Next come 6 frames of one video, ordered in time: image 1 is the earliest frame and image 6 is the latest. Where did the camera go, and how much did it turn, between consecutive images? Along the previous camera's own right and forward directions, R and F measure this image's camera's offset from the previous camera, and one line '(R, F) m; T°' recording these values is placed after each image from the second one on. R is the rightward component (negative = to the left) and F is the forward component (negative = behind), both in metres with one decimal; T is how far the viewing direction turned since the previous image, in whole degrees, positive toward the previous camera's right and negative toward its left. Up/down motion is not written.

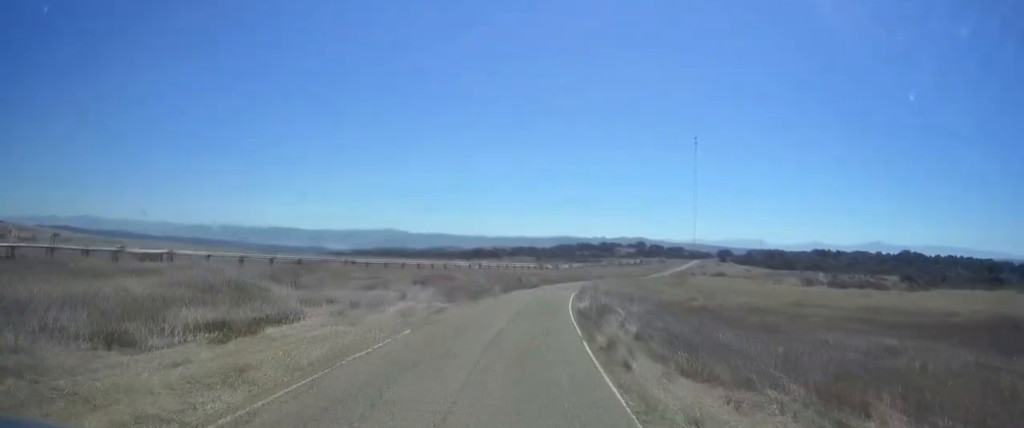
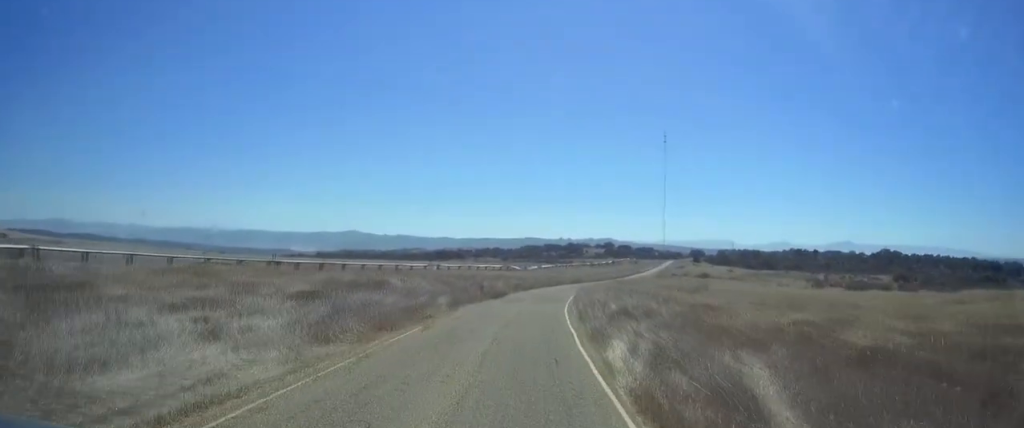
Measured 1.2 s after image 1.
(+0.2, +14.2) m; +2°
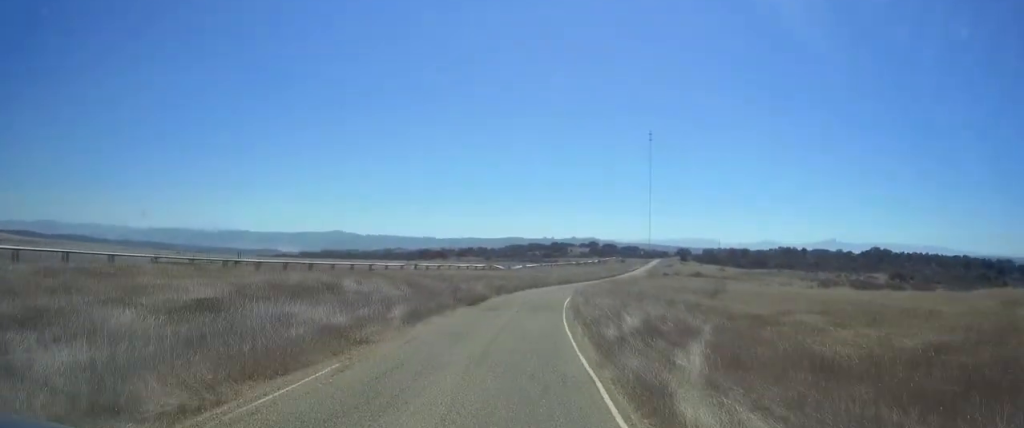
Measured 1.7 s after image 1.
(+0.1, +6.3) m; +1°
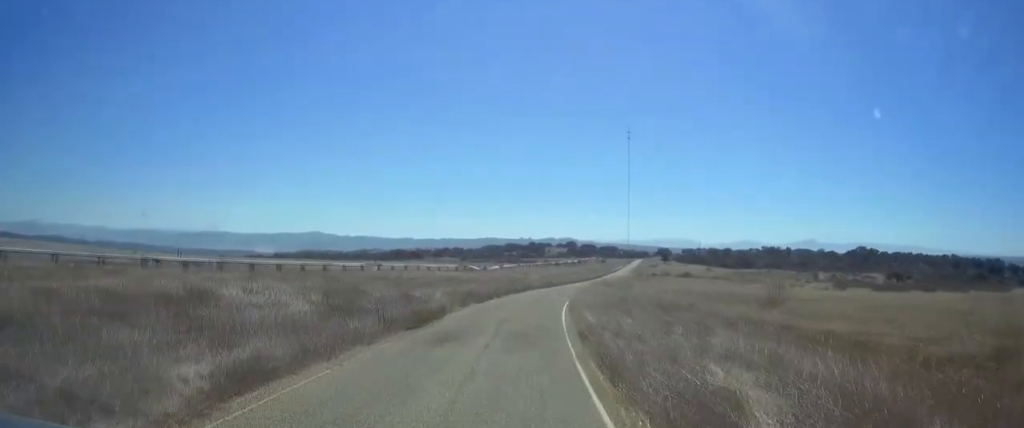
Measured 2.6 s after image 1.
(+0.1, +9.8) m; +1°
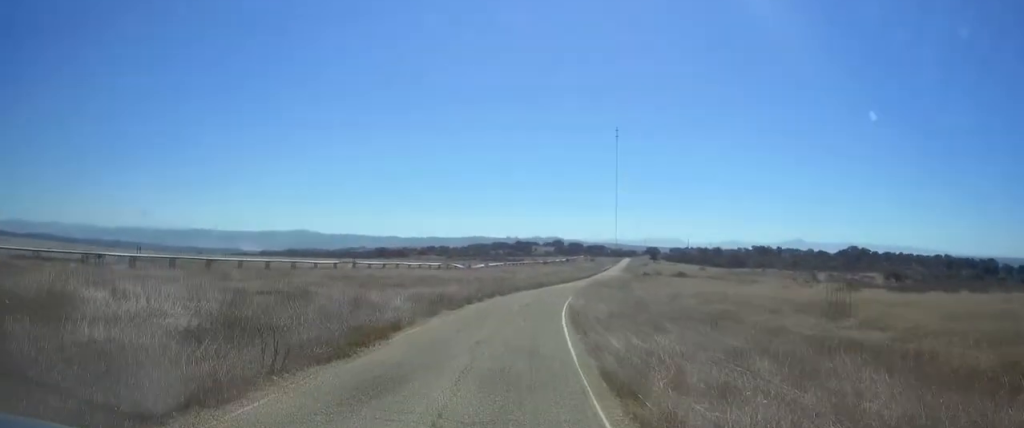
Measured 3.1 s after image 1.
(0.0, +5.8) m; +1°
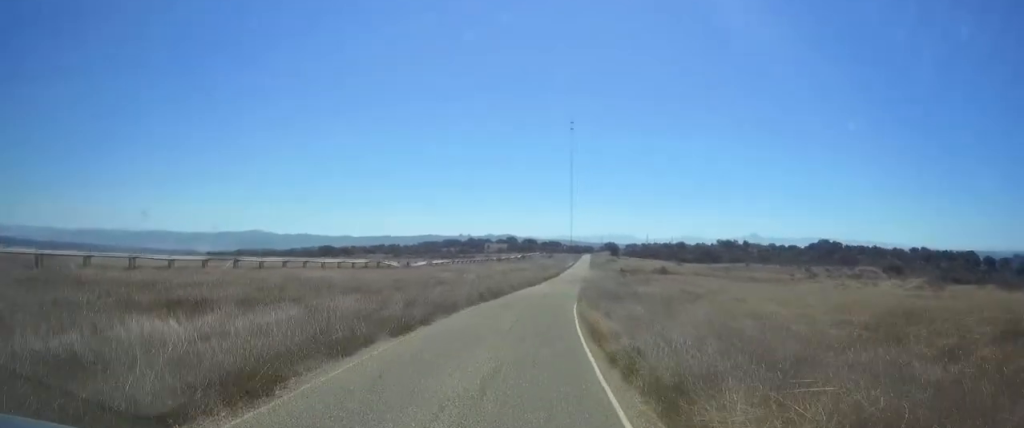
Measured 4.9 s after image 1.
(+1.1, +21.4) m; +6°
